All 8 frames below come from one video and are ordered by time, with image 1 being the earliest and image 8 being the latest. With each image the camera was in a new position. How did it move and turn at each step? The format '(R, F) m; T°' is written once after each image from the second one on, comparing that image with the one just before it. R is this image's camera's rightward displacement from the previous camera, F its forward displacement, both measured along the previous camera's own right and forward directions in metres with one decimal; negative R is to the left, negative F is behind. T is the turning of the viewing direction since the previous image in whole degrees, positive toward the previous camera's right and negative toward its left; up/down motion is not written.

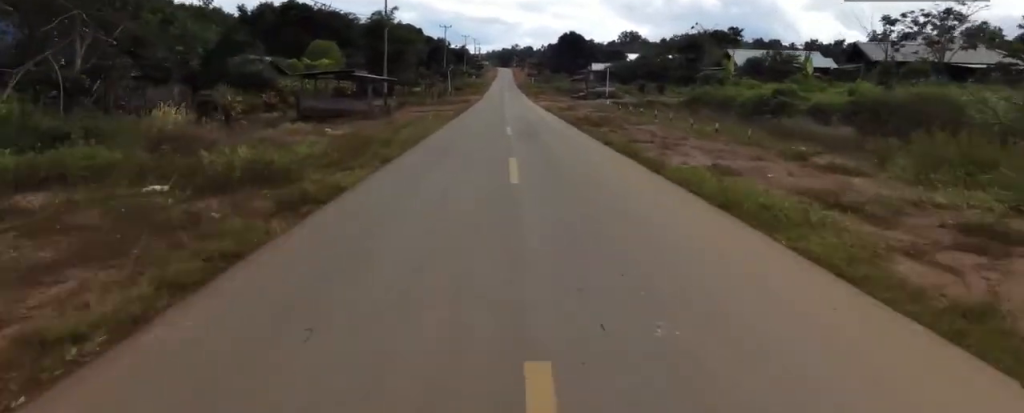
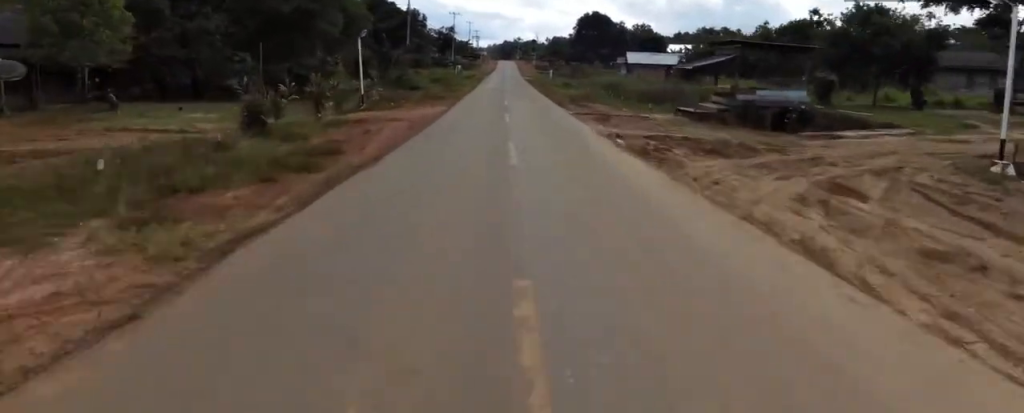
(+2.4, +39.9) m; +4°
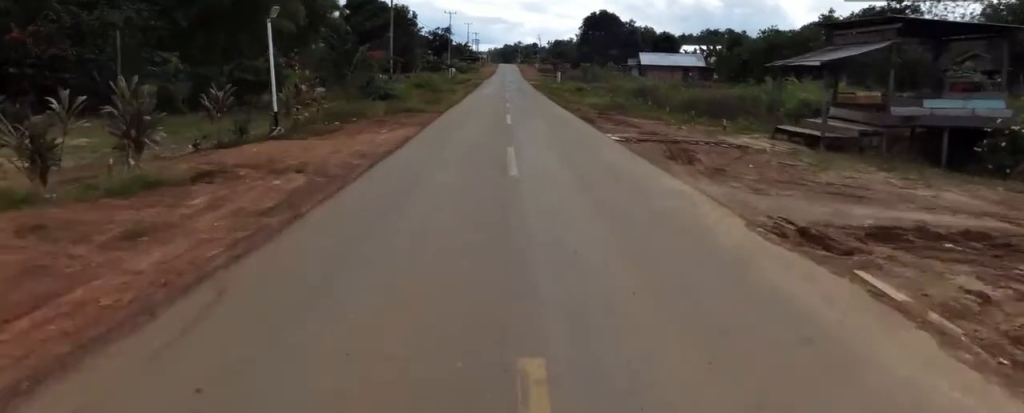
(0.0, +9.2) m; -1°
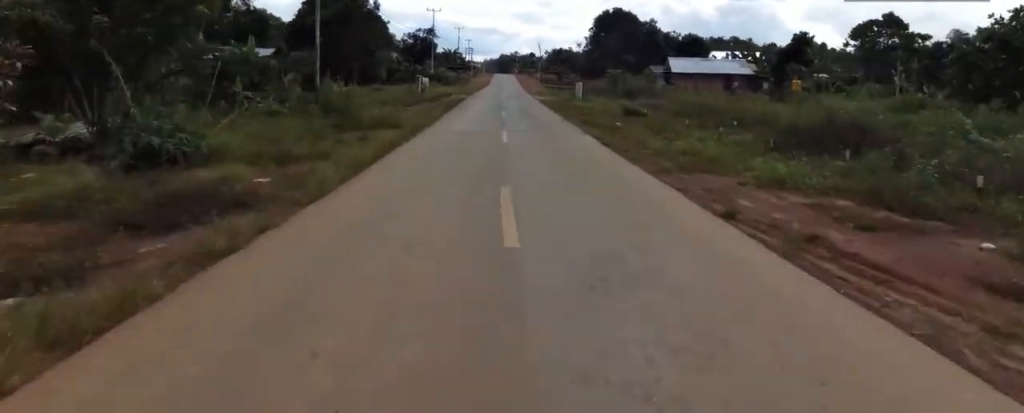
(-0.3, +19.8) m; -2°
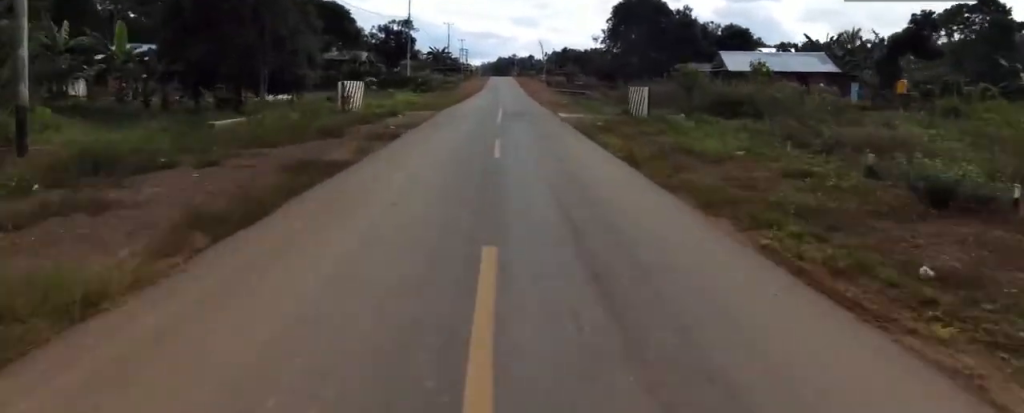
(-0.7, +19.3) m; +1°
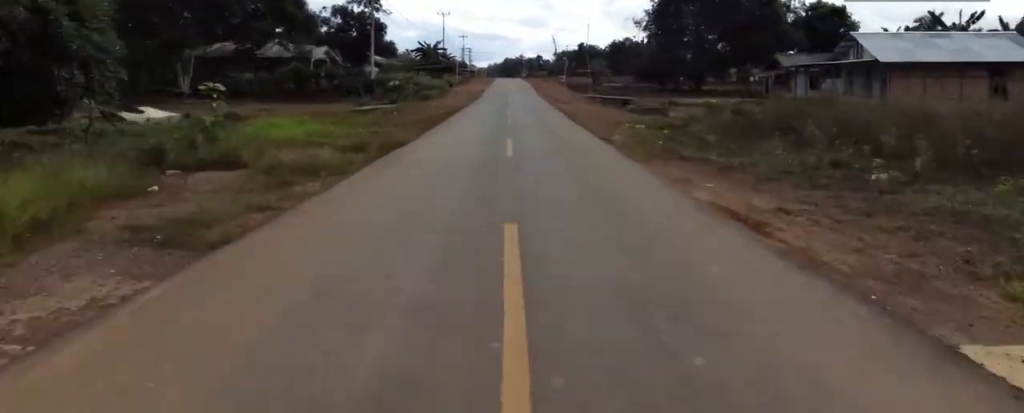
(+1.1, +21.3) m; +3°
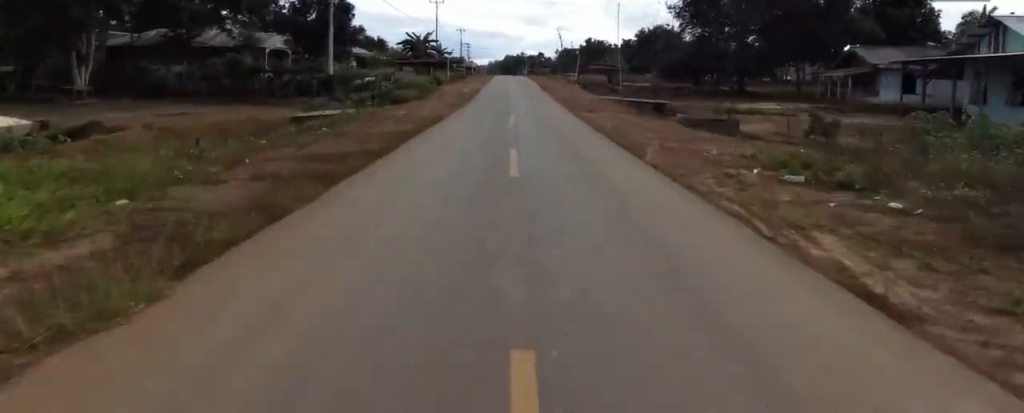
(0.0, +11.3) m; 0°
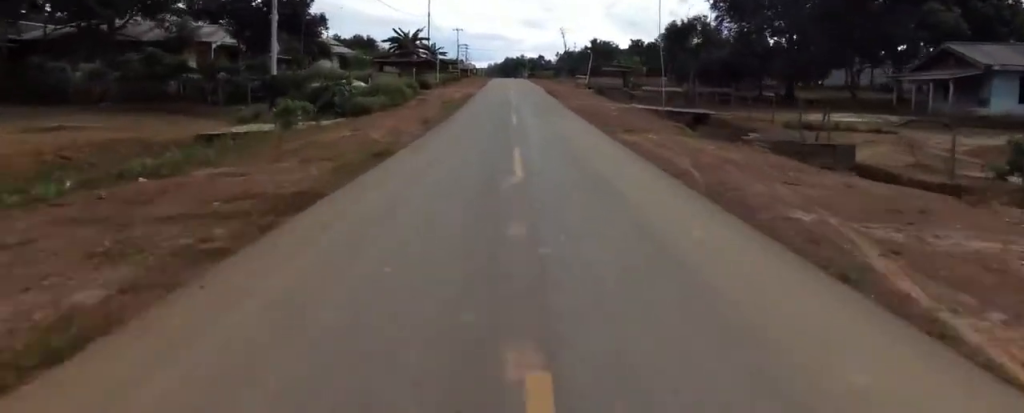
(0.0, +8.5) m; 0°
